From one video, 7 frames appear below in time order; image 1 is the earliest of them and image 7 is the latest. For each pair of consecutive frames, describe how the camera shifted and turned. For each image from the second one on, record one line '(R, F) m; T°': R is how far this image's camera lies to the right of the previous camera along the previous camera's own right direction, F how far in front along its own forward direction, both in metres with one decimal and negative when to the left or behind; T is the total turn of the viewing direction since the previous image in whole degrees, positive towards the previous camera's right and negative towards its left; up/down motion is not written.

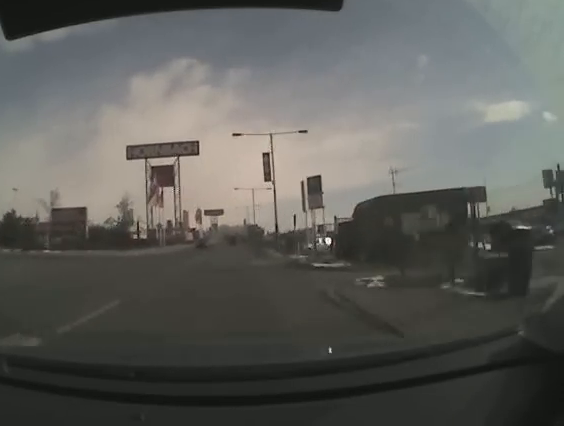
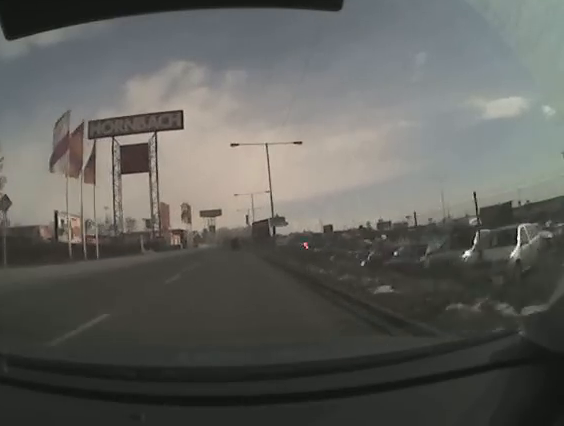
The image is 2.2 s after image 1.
(-0.1, +27.8) m; 0°
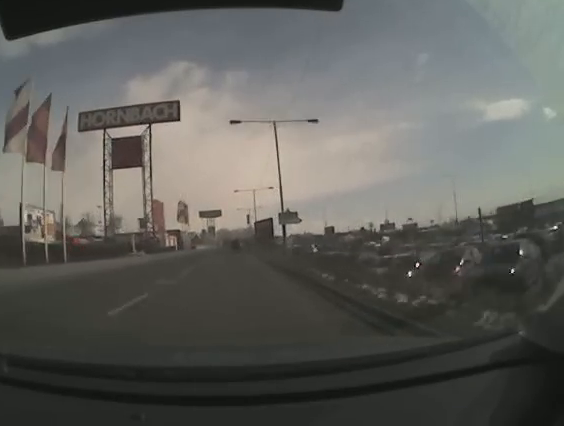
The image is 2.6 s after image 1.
(0.0, +5.7) m; 0°
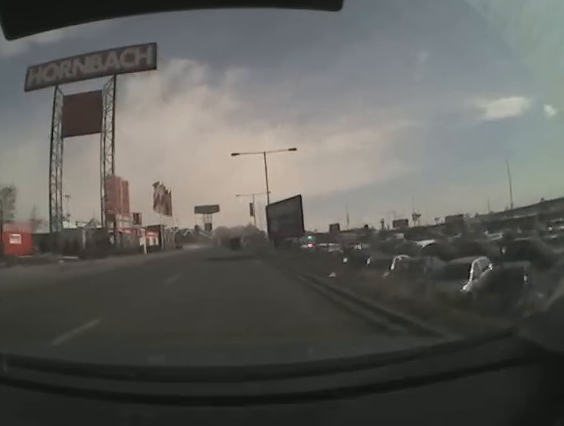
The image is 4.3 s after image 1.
(-0.2, +21.8) m; -2°
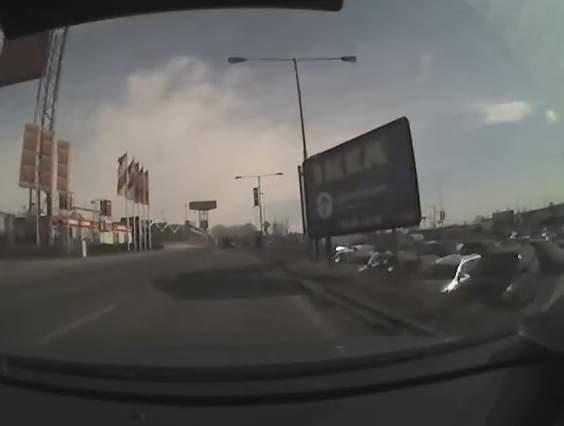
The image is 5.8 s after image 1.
(+0.1, +20.6) m; +1°
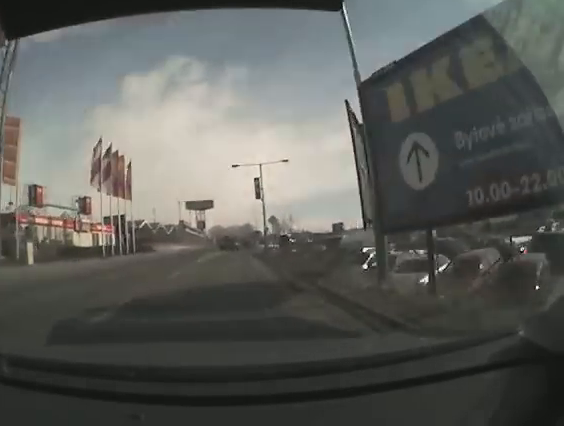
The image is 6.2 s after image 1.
(0.0, +5.8) m; 0°
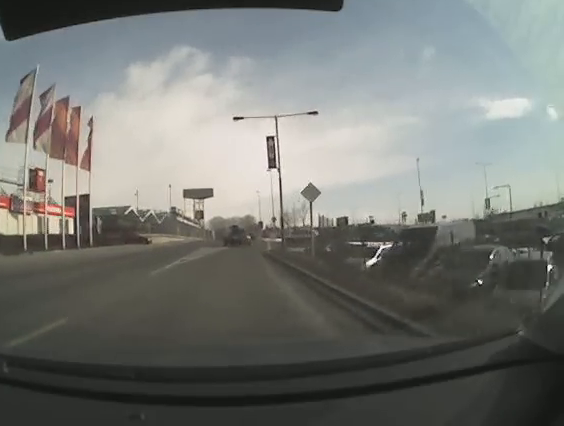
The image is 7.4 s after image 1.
(0.0, +15.1) m; -1°
